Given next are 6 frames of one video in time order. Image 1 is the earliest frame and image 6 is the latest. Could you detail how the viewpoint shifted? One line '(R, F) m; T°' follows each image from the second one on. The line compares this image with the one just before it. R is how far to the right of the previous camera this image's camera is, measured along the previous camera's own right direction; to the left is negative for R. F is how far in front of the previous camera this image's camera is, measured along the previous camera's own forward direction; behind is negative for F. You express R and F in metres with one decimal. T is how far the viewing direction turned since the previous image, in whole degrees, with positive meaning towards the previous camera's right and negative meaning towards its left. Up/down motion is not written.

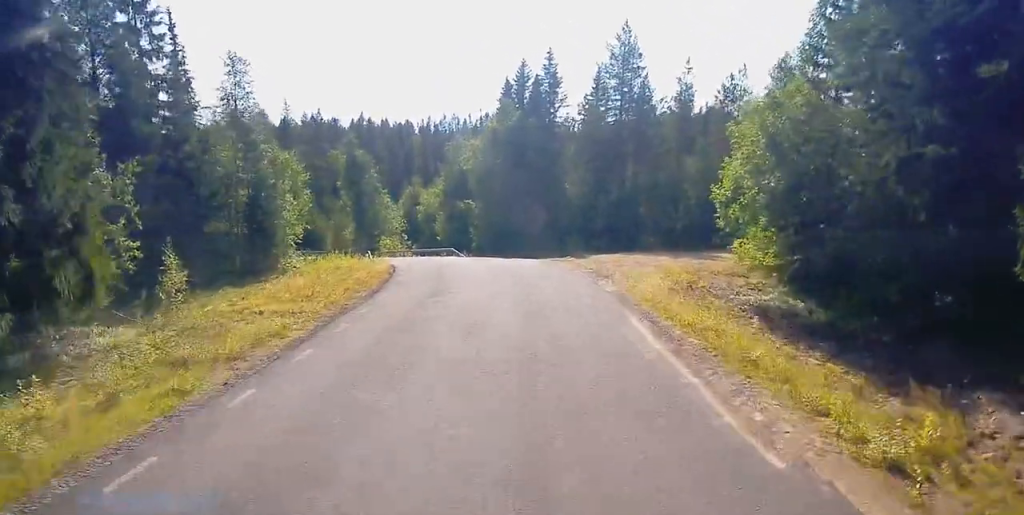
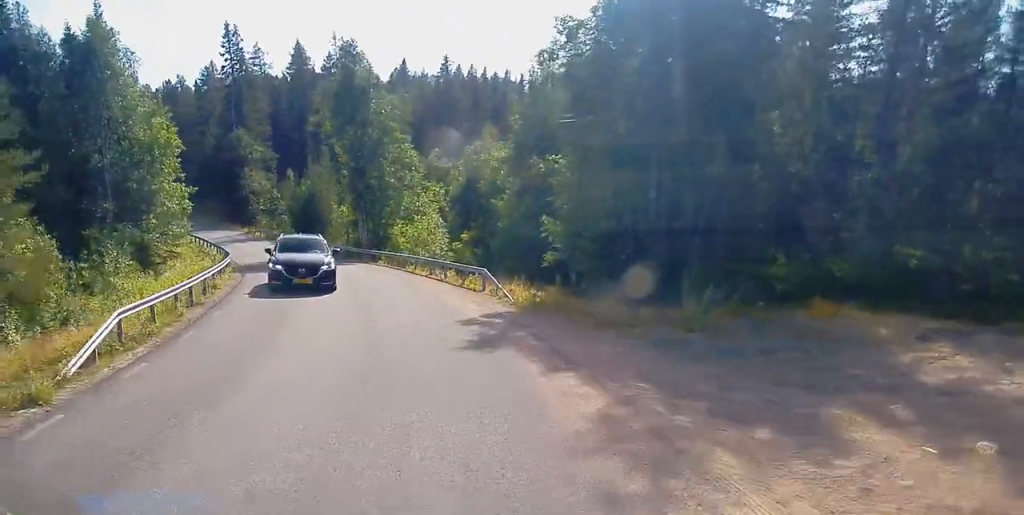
(-0.6, +35.4) m; -12°
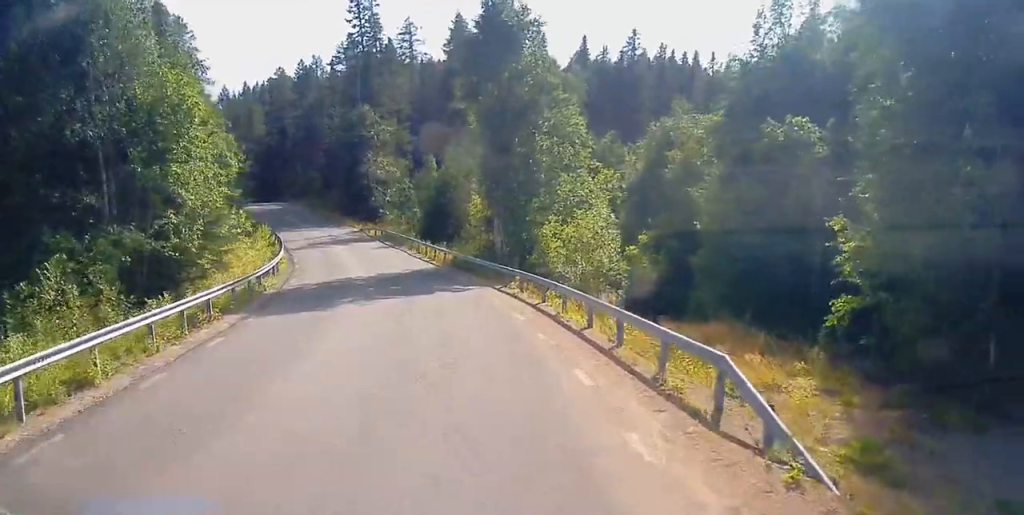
(-0.4, +14.2) m; -4°
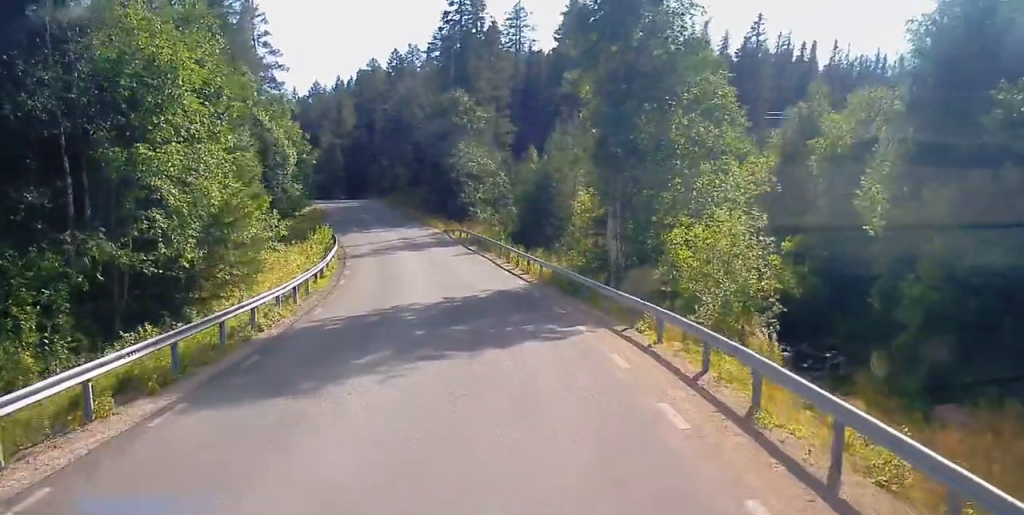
(-0.2, +8.3) m; -7°
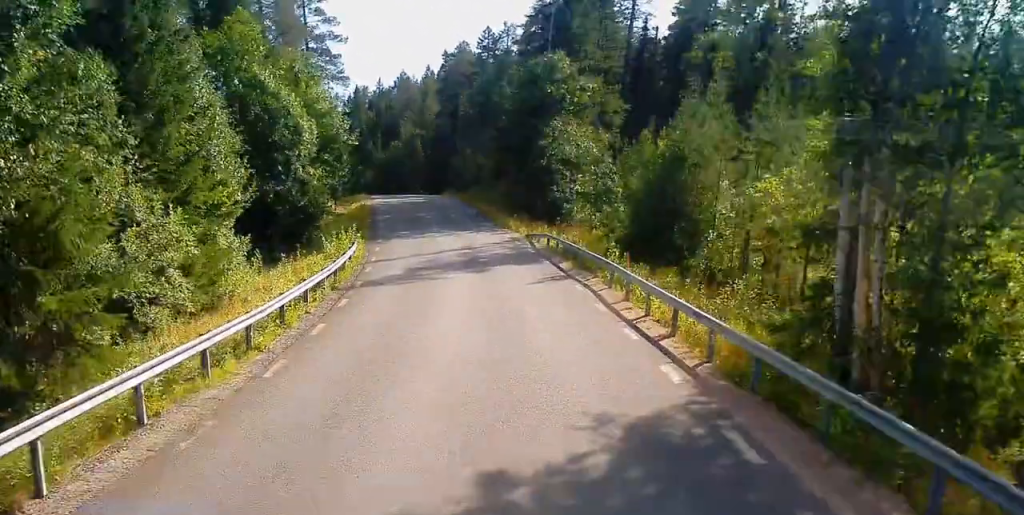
(-1.4, +13.4) m; -7°
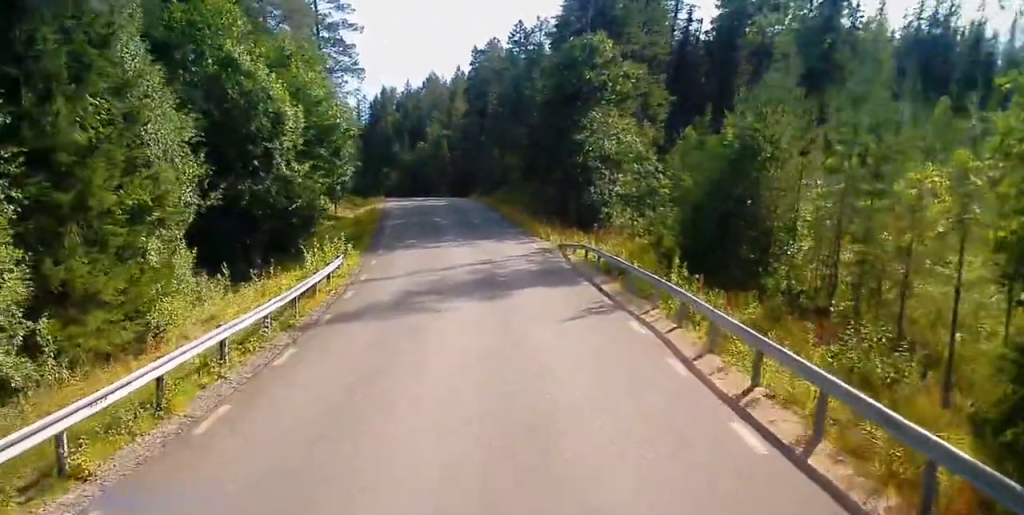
(0.0, +5.8) m; 0°
